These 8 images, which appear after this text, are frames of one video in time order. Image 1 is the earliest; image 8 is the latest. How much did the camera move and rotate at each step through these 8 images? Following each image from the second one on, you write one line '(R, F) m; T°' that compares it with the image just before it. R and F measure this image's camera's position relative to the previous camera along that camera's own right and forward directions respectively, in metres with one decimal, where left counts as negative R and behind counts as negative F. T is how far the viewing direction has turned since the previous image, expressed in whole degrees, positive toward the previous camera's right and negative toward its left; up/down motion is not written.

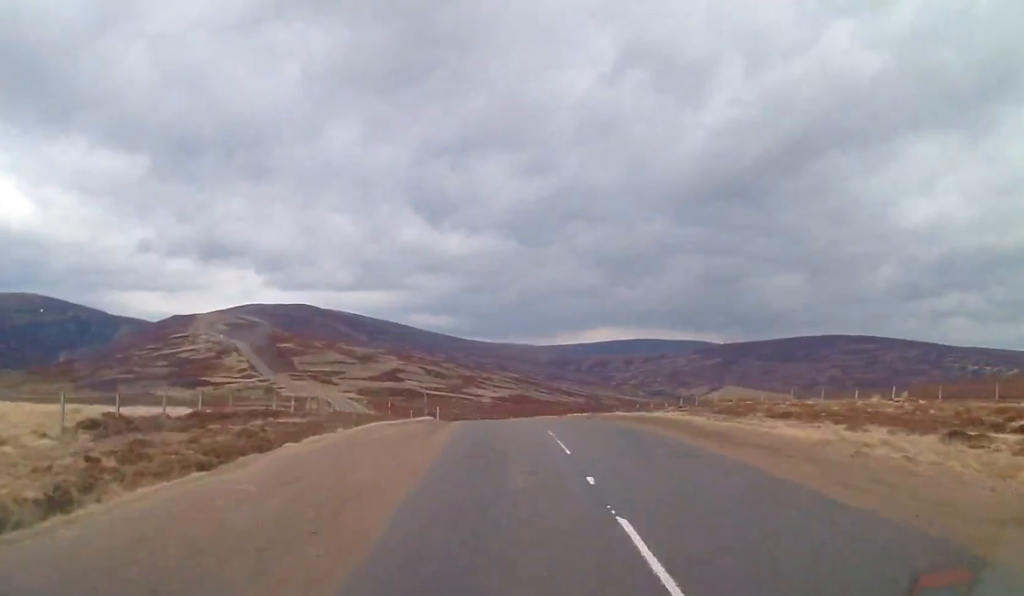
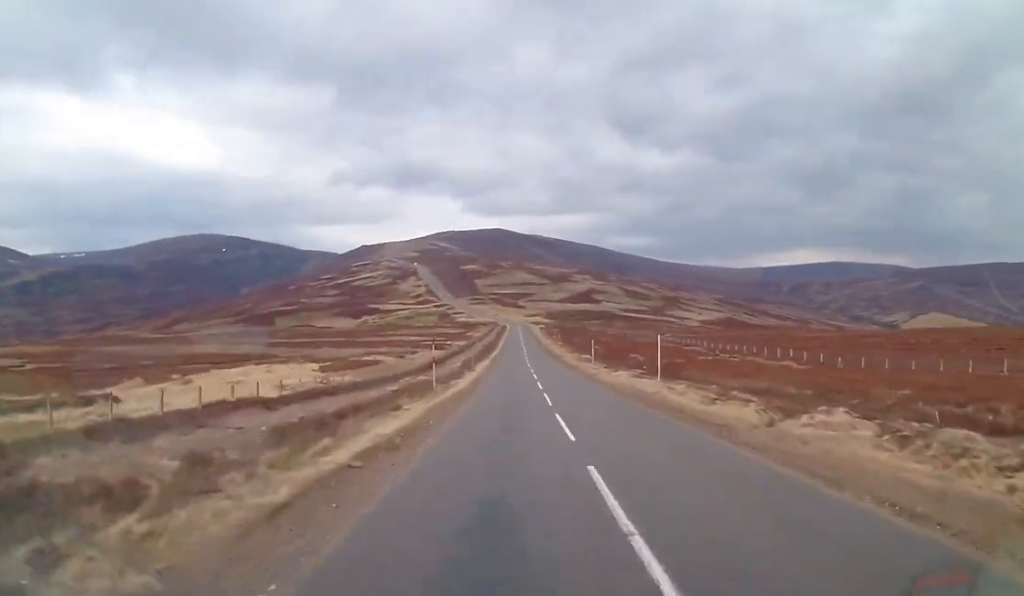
(-5.2, +67.1) m; -9°
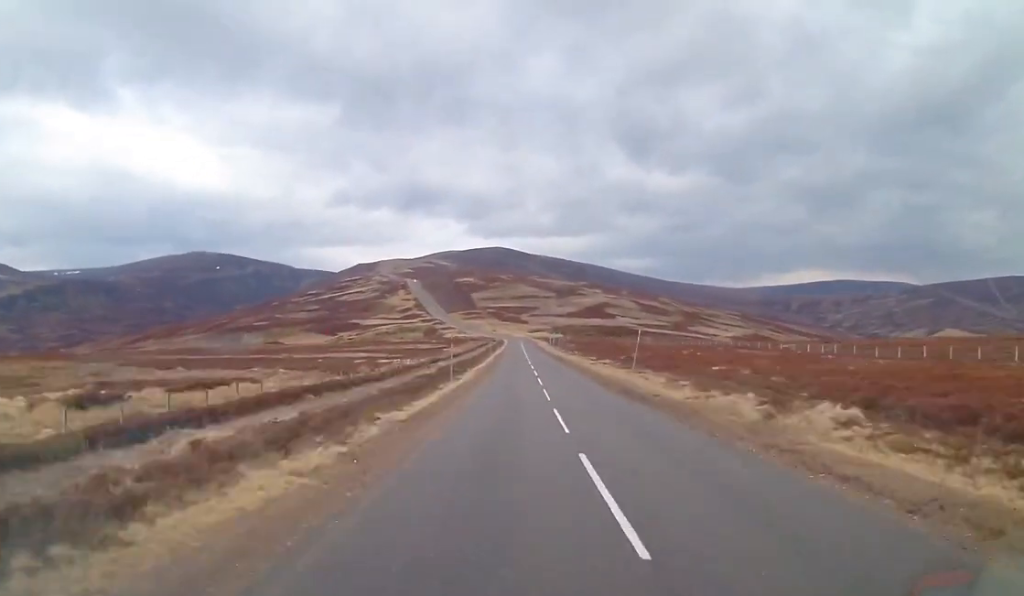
(-2.4, +62.2) m; -2°
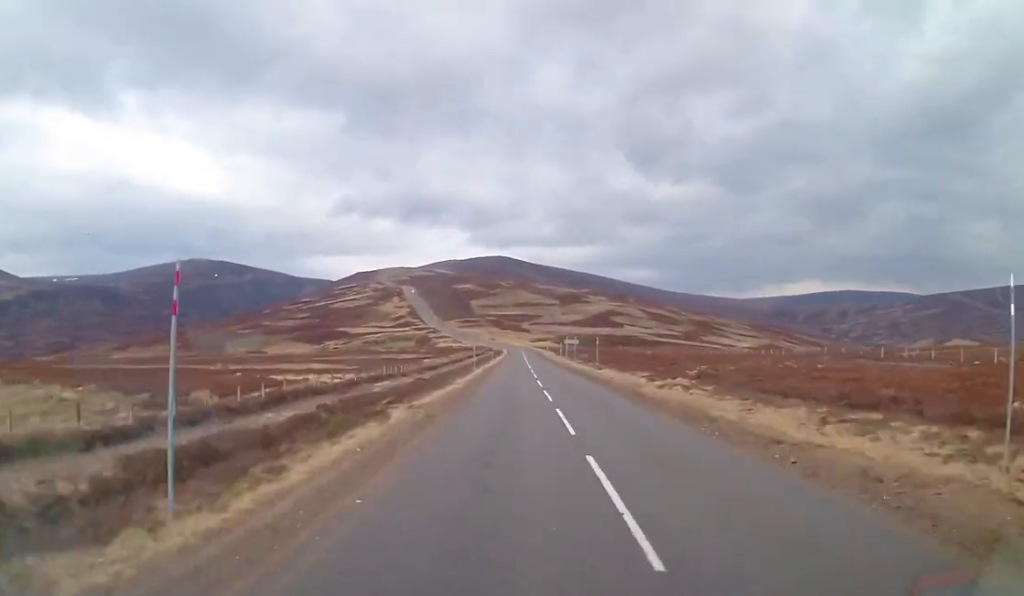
(-0.1, +27.0) m; 0°
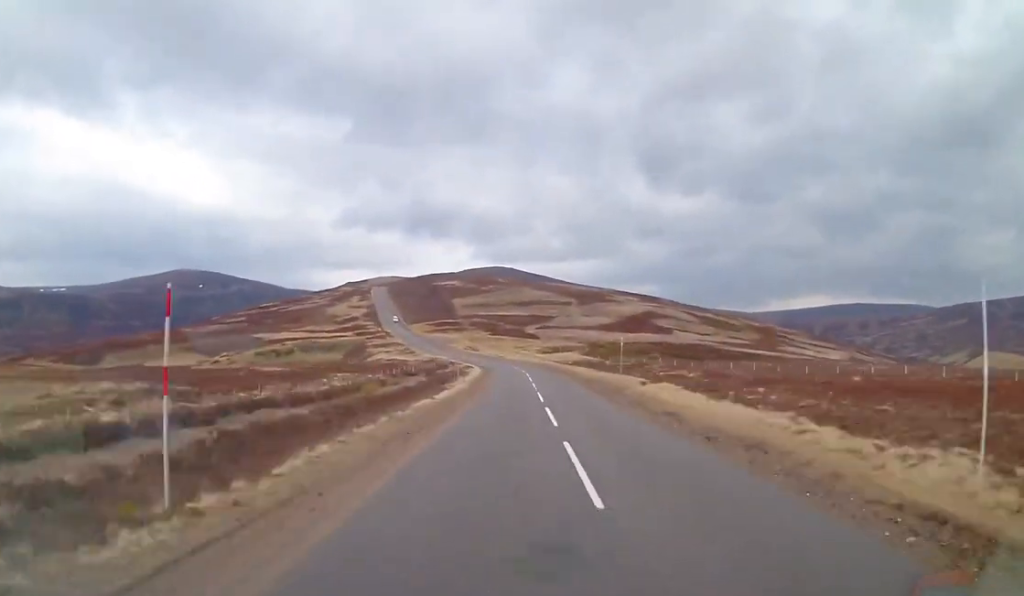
(+0.4, +118.3) m; -2°
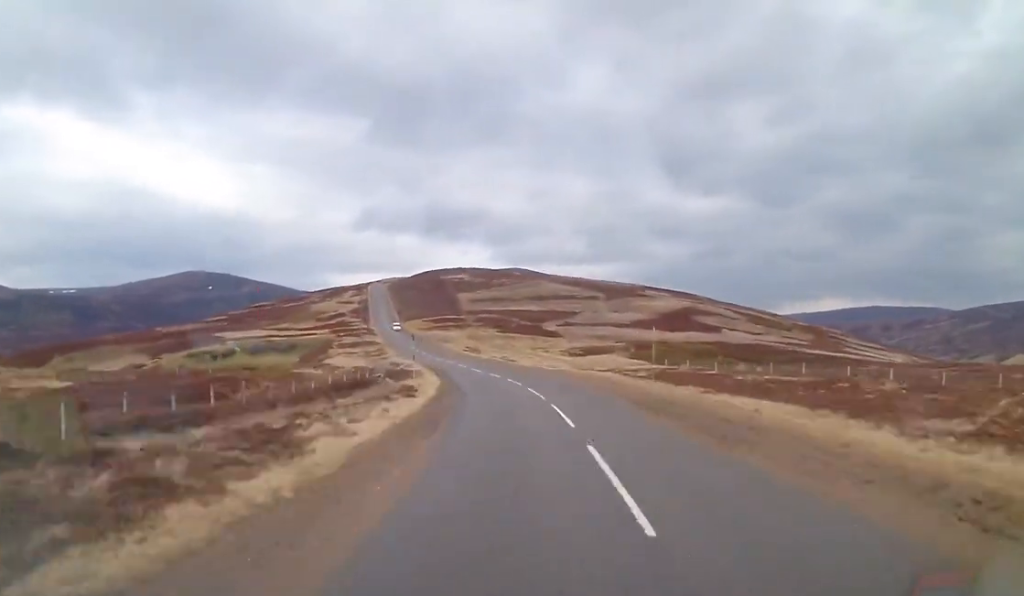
(-1.6, +44.5) m; -4°
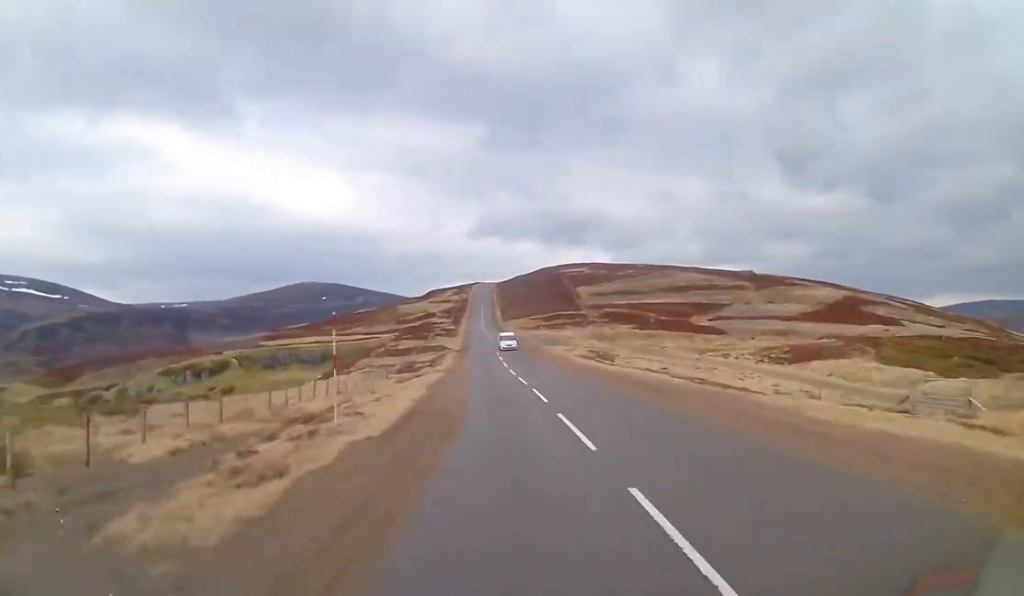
(-1.2, +47.0) m; -4°
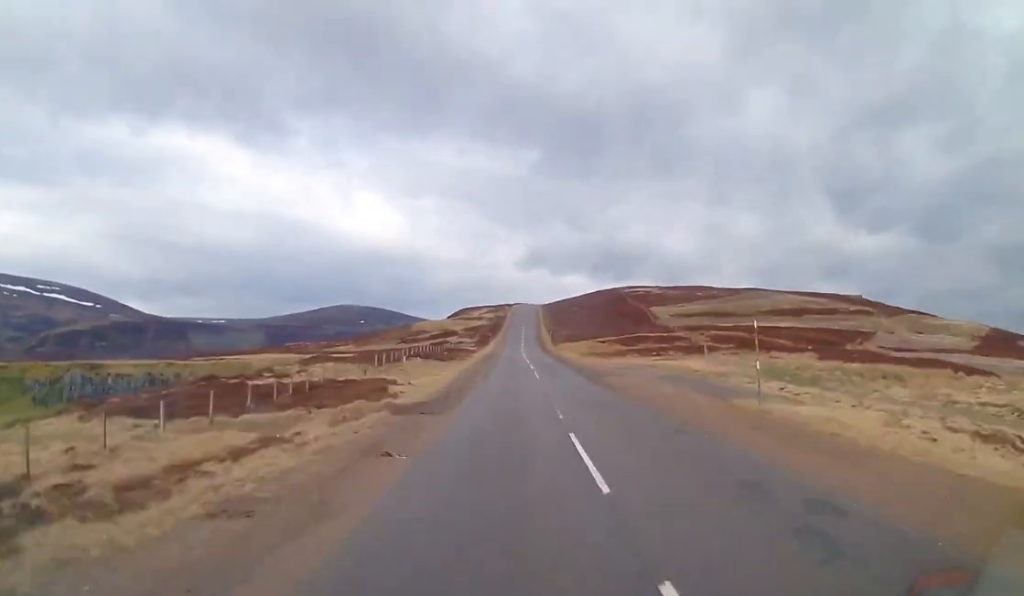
(-3.8, +55.1) m; -4°
